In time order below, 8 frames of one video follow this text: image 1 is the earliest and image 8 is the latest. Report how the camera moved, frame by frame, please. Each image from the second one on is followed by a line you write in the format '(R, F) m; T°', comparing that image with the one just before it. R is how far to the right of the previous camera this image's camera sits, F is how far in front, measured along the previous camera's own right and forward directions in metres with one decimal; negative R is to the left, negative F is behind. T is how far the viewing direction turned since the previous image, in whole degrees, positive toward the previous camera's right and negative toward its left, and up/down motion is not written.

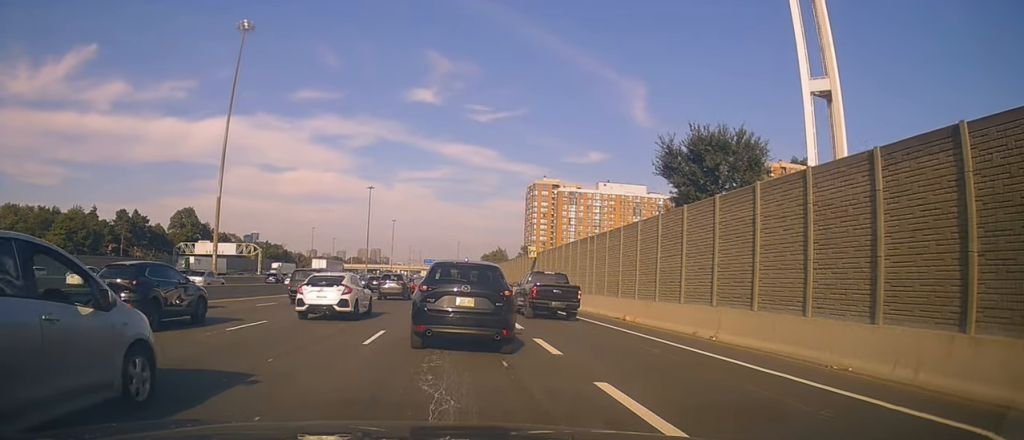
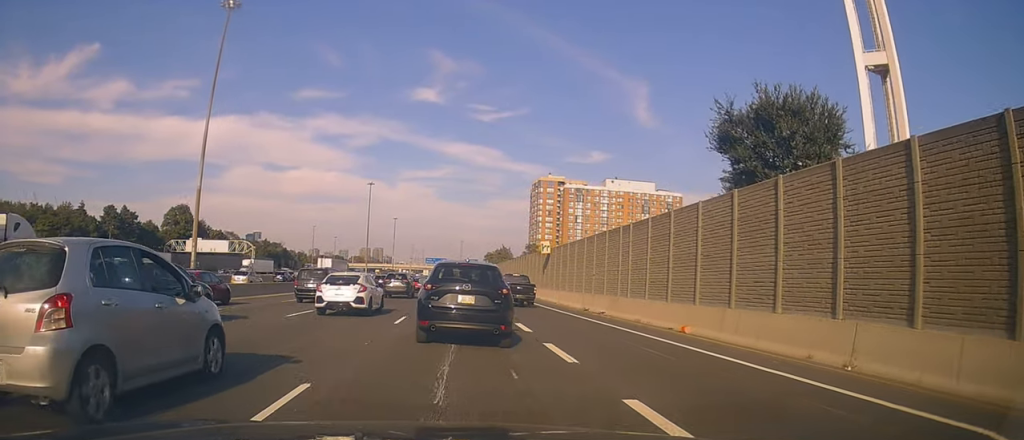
(+0.1, +6.6) m; 0°
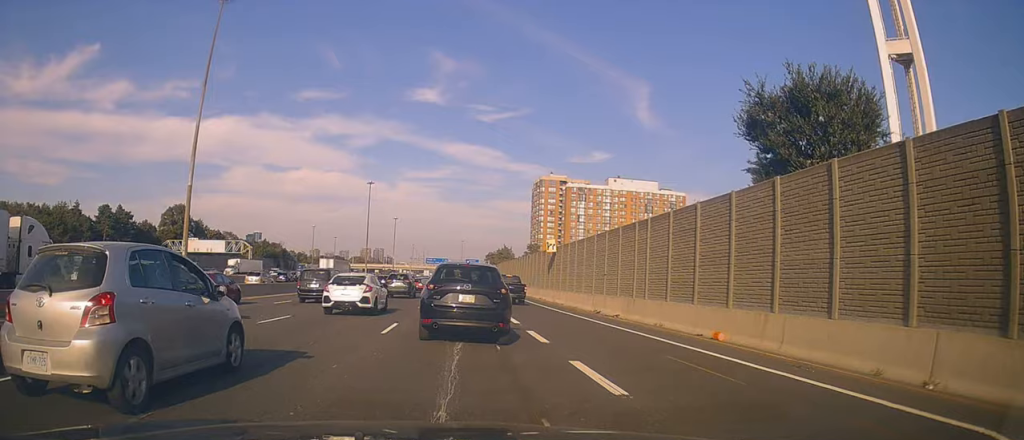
(0.0, +2.6) m; +1°
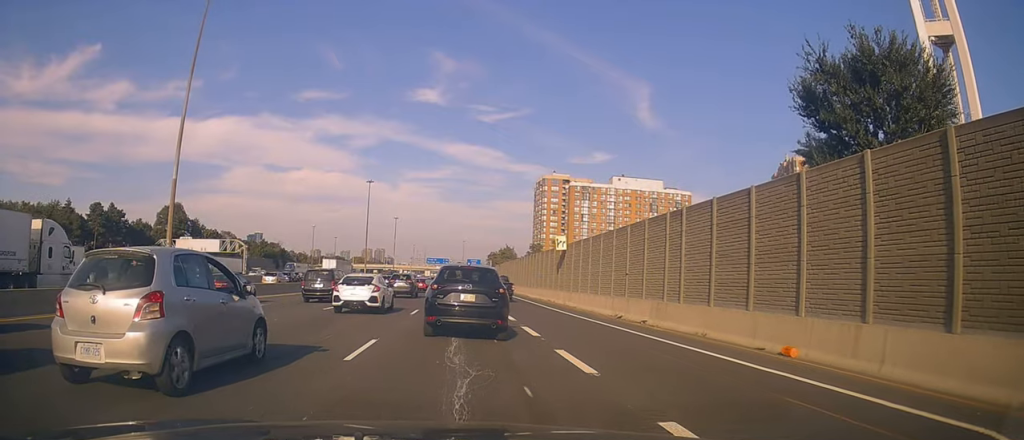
(-0.2, +4.2) m; +3°
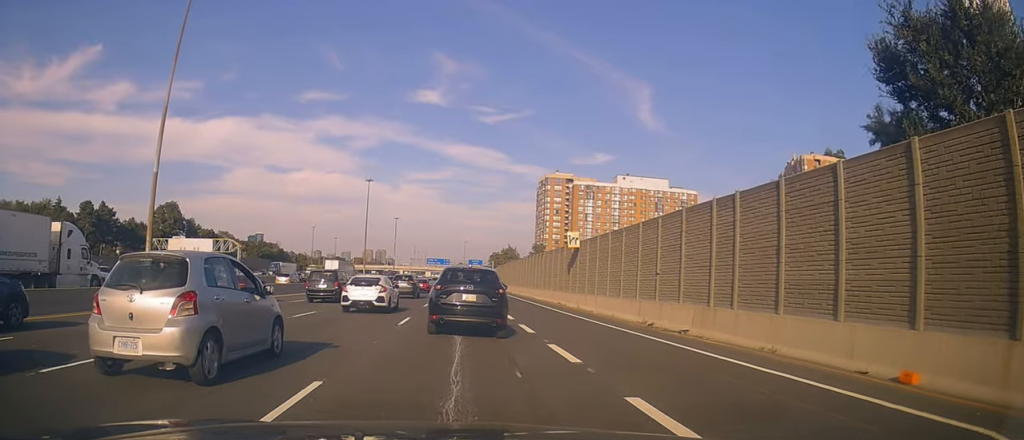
(+0.4, +4.5) m; +2°
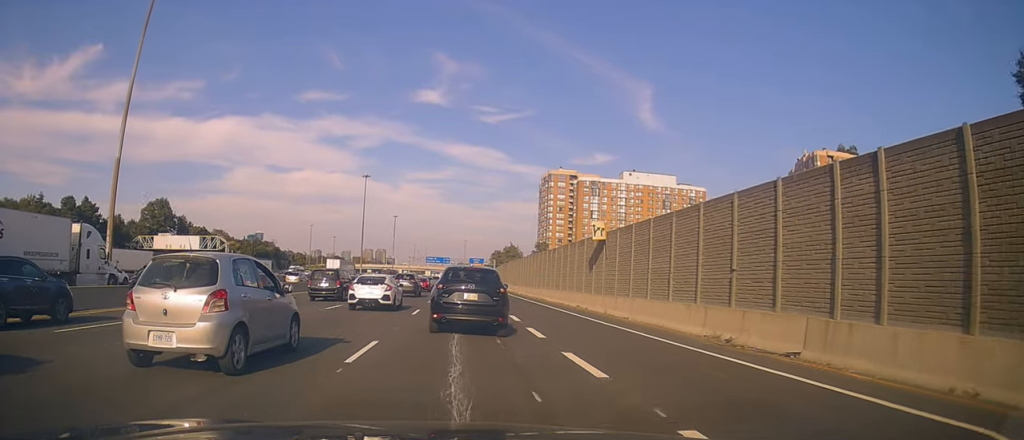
(0.0, +7.0) m; -4°
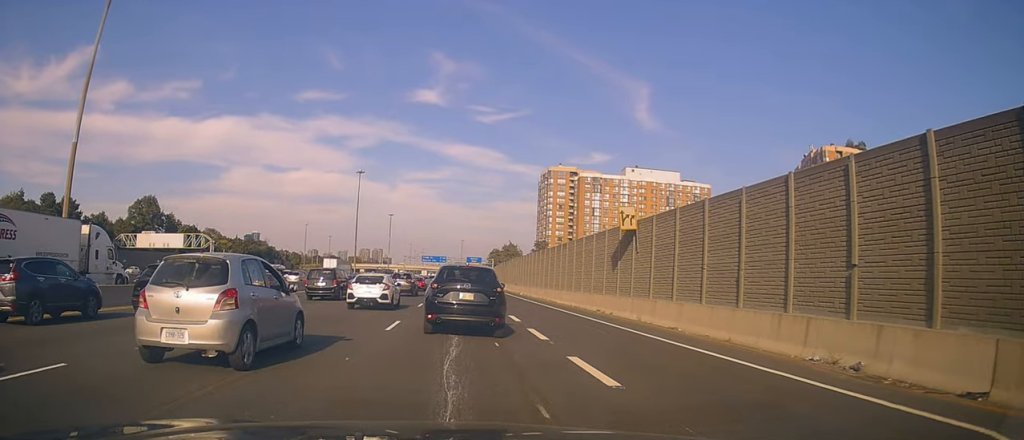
(-0.3, +6.4) m; -1°
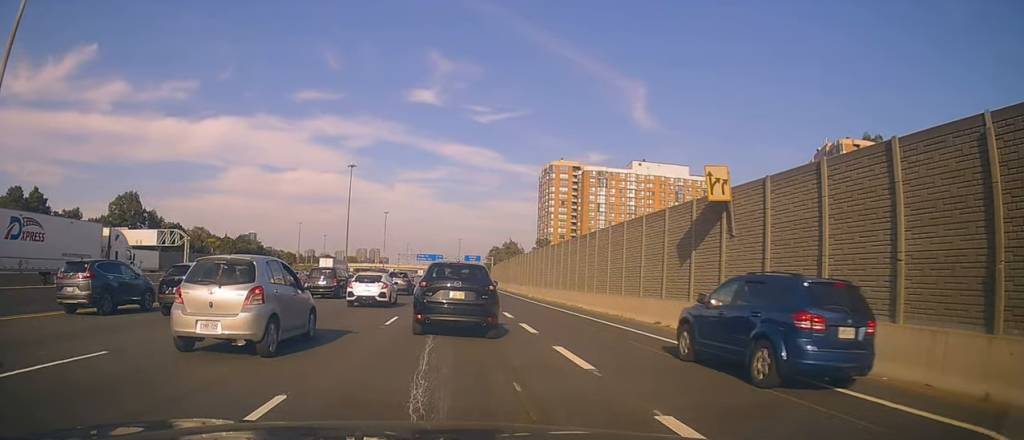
(+0.5, +11.4) m; +1°
